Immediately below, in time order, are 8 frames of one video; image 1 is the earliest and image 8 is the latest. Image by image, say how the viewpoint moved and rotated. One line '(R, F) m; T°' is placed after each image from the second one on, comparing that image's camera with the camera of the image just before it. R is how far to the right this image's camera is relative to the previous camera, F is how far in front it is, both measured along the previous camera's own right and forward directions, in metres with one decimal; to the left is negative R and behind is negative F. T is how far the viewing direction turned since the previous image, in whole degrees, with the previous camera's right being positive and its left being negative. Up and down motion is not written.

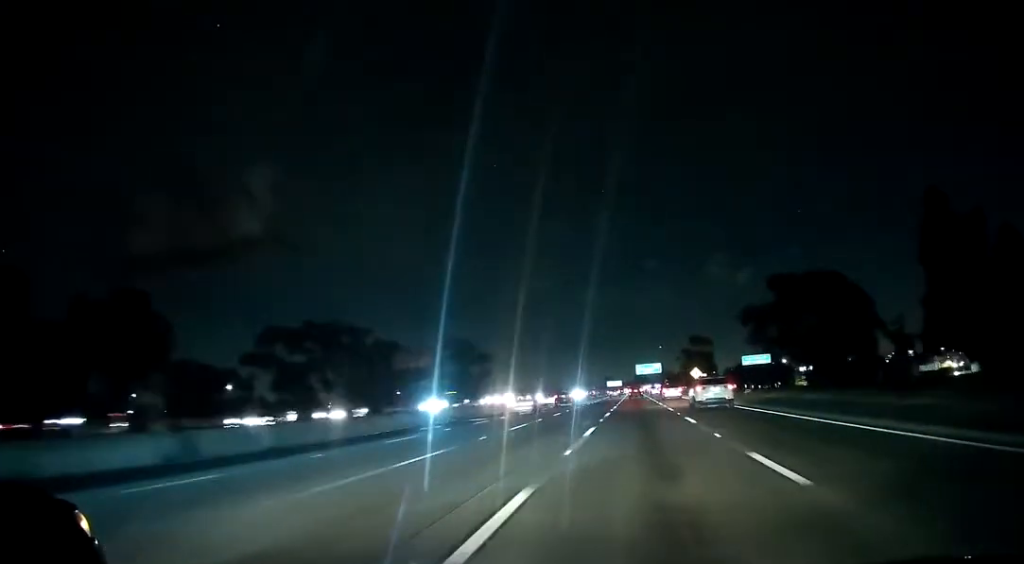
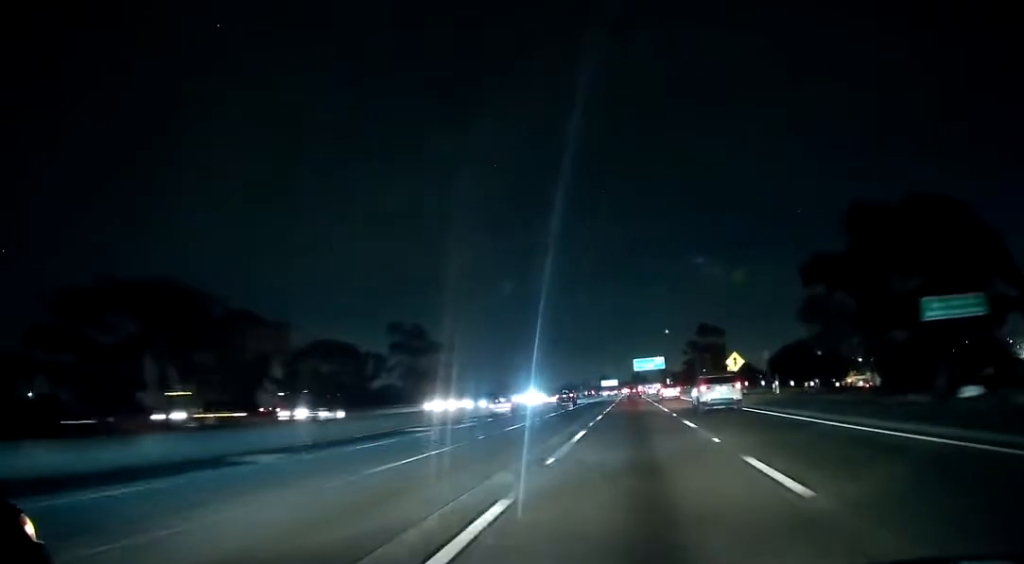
(+0.4, +45.9) m; +1°
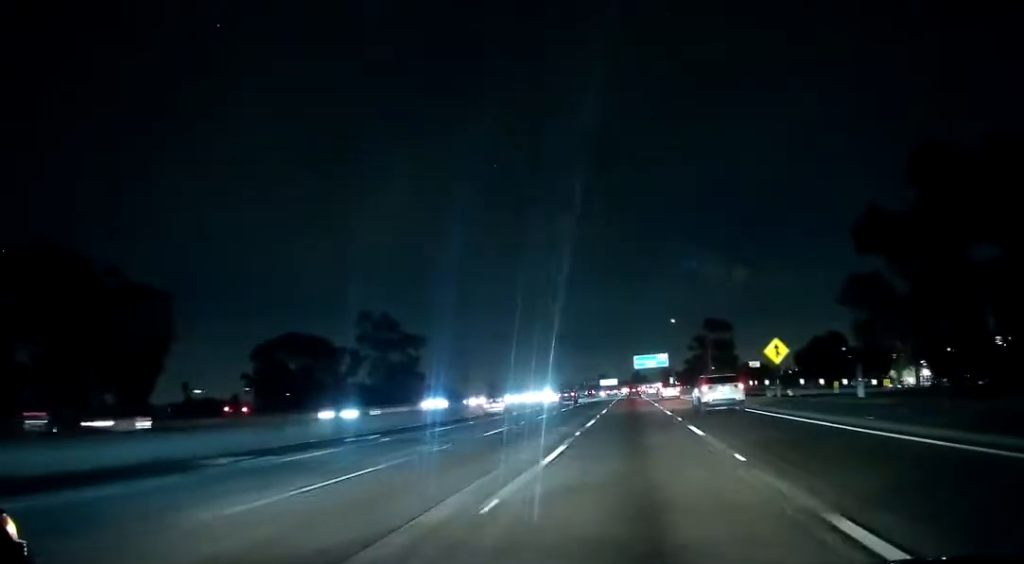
(0.0, +19.9) m; 0°
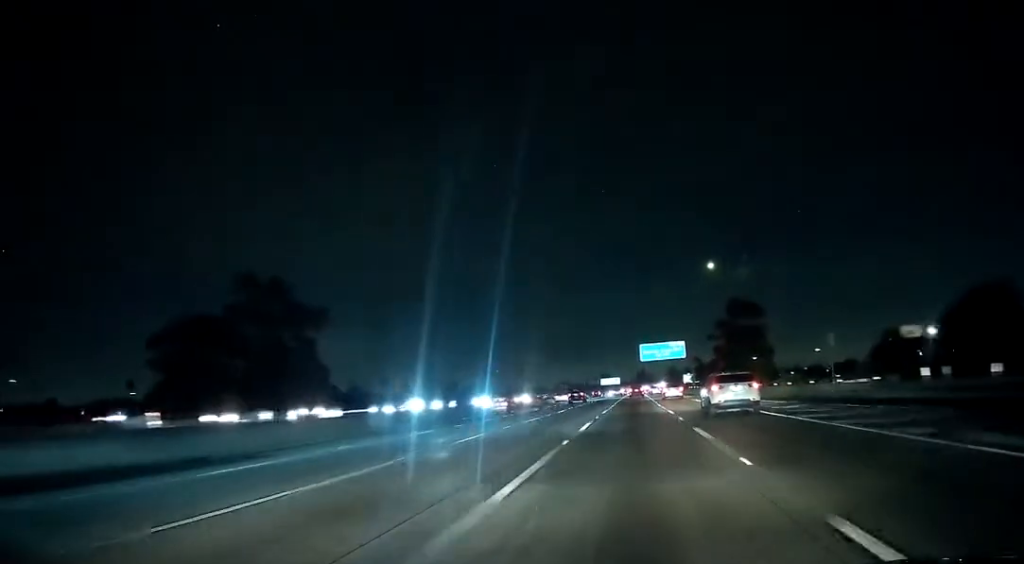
(-0.2, +47.0) m; 0°
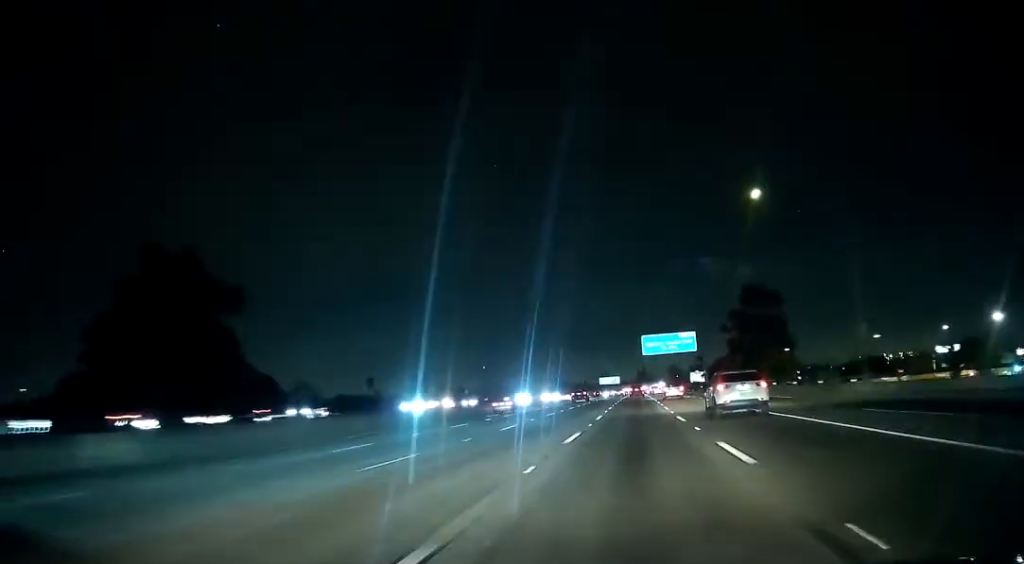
(+0.3, +22.2) m; 0°
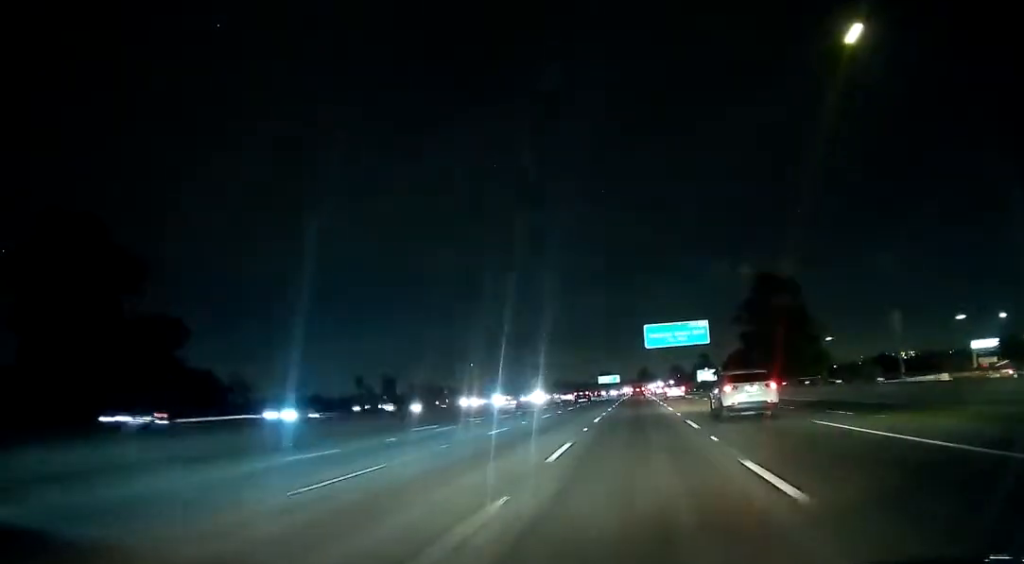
(-0.3, +18.6) m; 0°
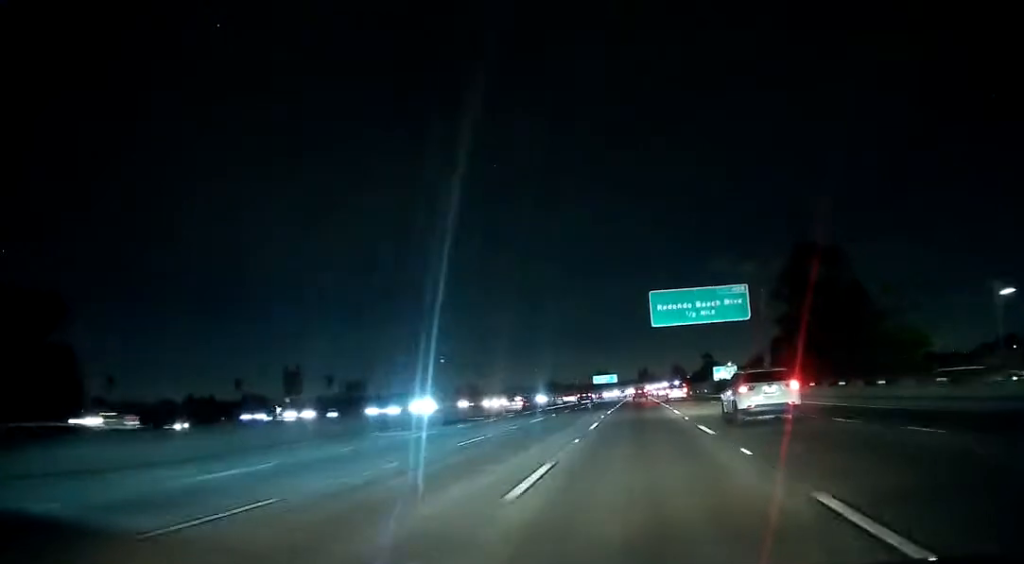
(0.0, +33.5) m; -1°
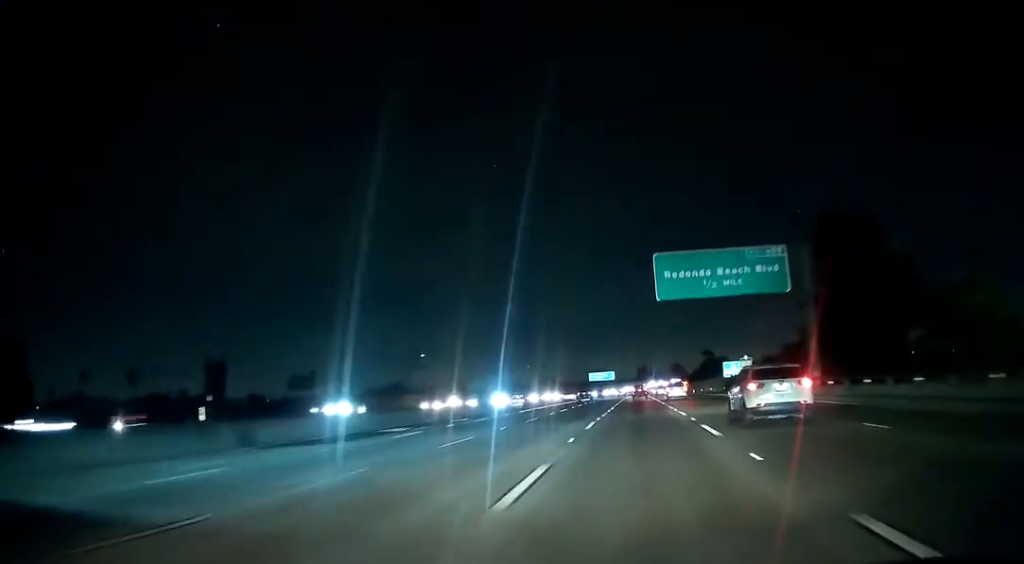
(-0.1, +16.0) m; 0°
